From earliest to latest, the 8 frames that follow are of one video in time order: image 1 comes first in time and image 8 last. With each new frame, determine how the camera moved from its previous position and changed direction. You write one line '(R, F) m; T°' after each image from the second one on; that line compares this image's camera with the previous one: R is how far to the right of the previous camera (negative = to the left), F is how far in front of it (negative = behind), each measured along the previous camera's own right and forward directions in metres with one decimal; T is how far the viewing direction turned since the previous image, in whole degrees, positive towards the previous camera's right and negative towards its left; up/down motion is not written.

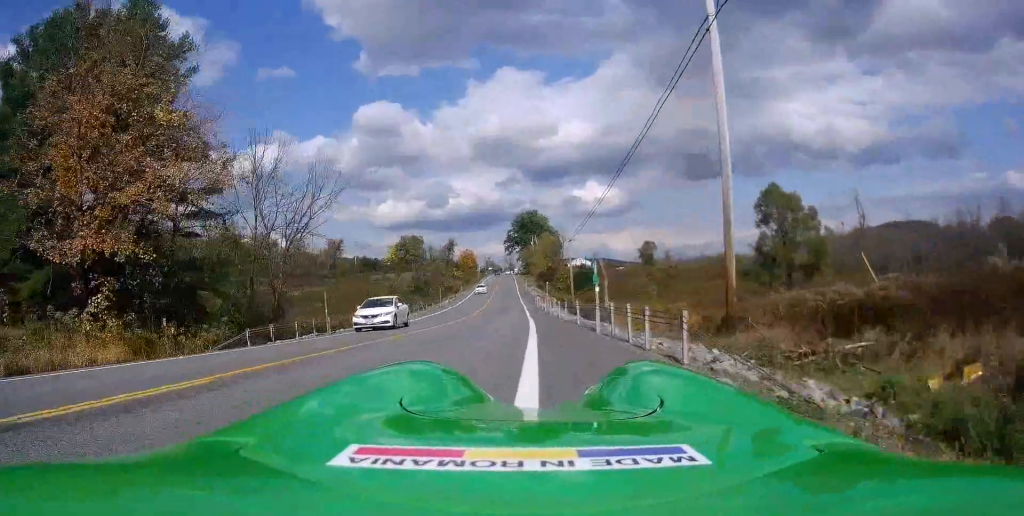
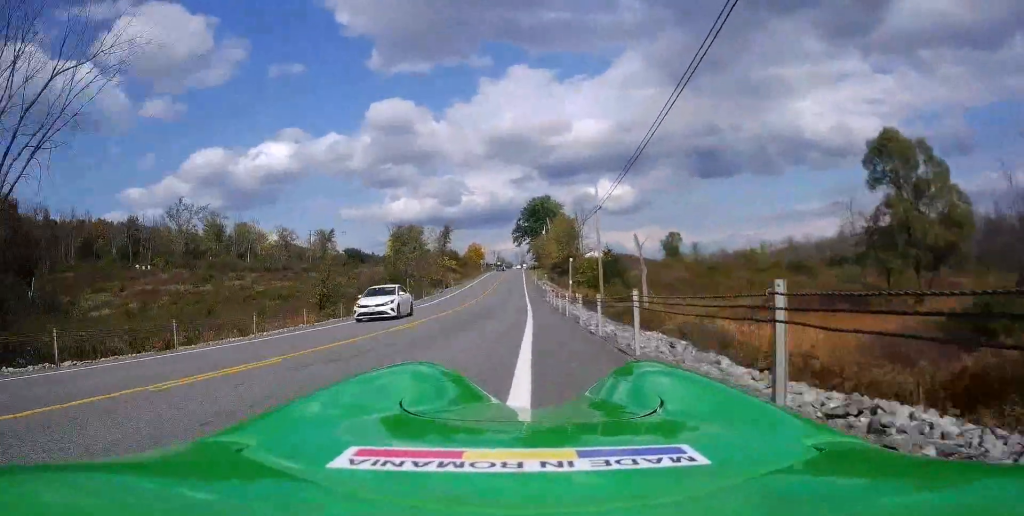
(-0.8, +21.6) m; -2°
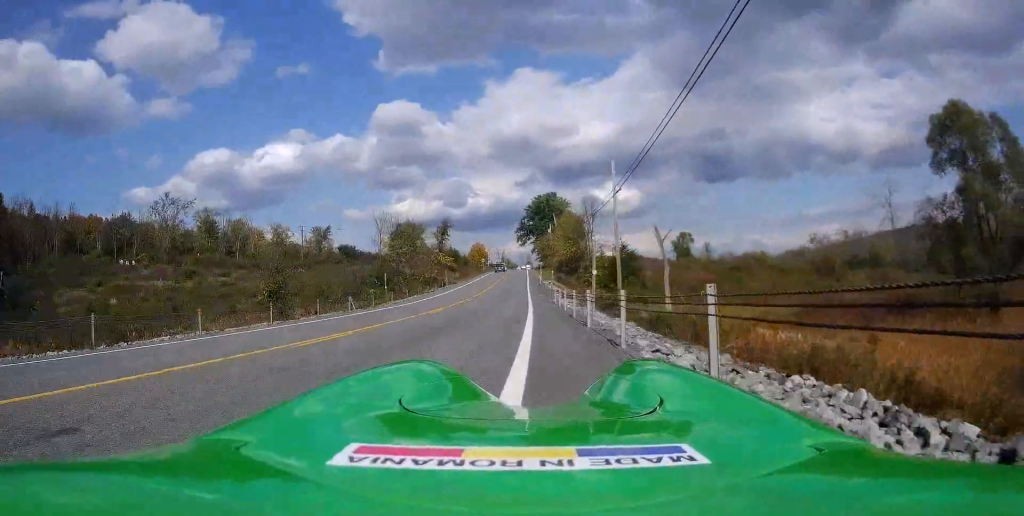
(+0.2, +8.0) m; 0°
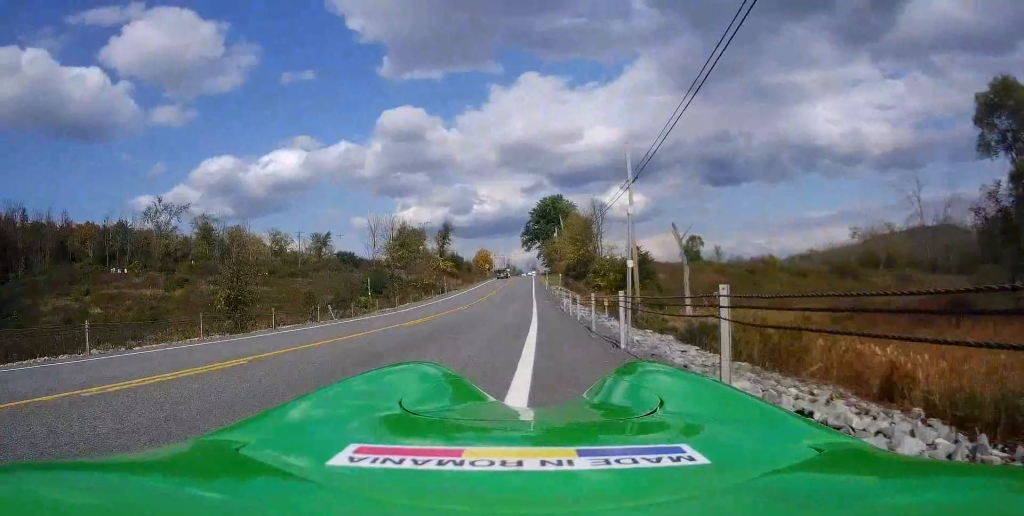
(+0.1, +5.0) m; 0°
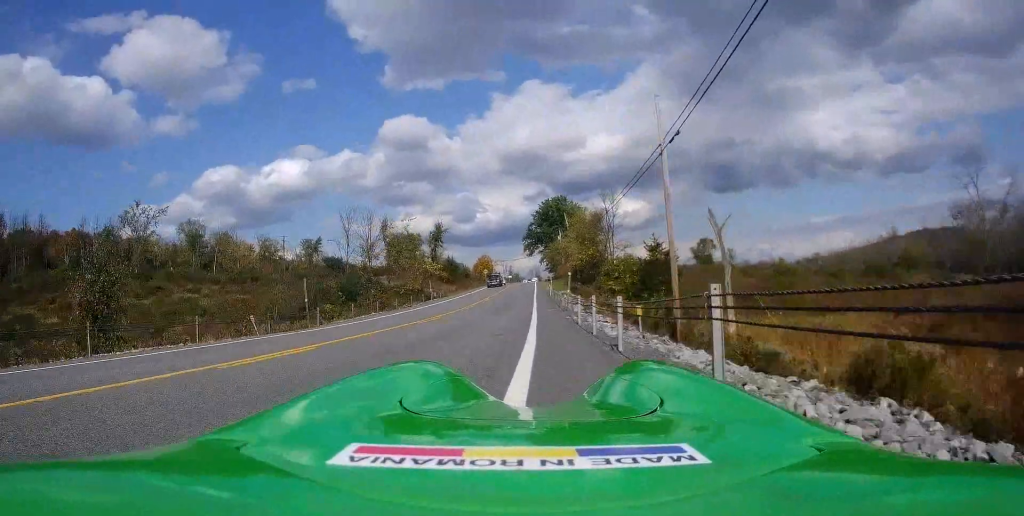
(-0.2, +9.4) m; -2°
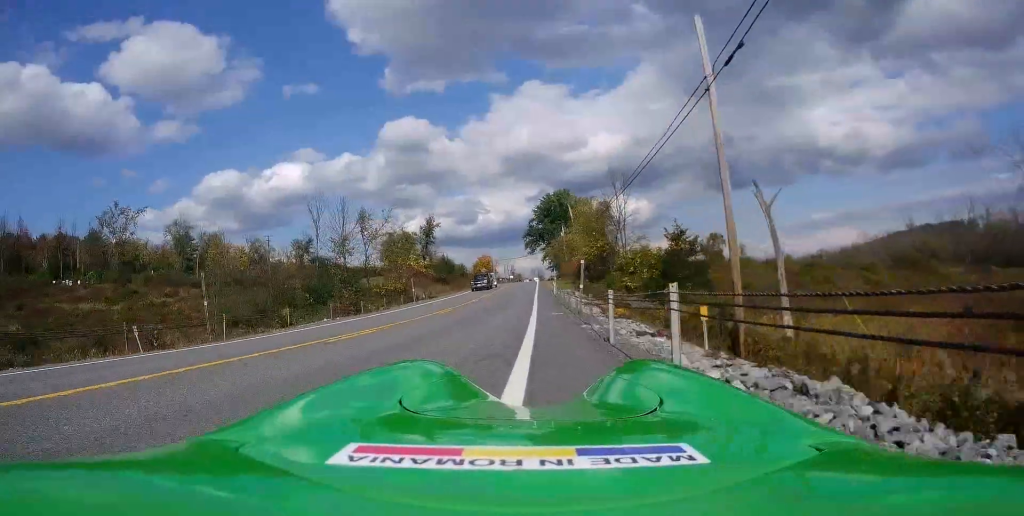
(-0.1, +7.8) m; -1°
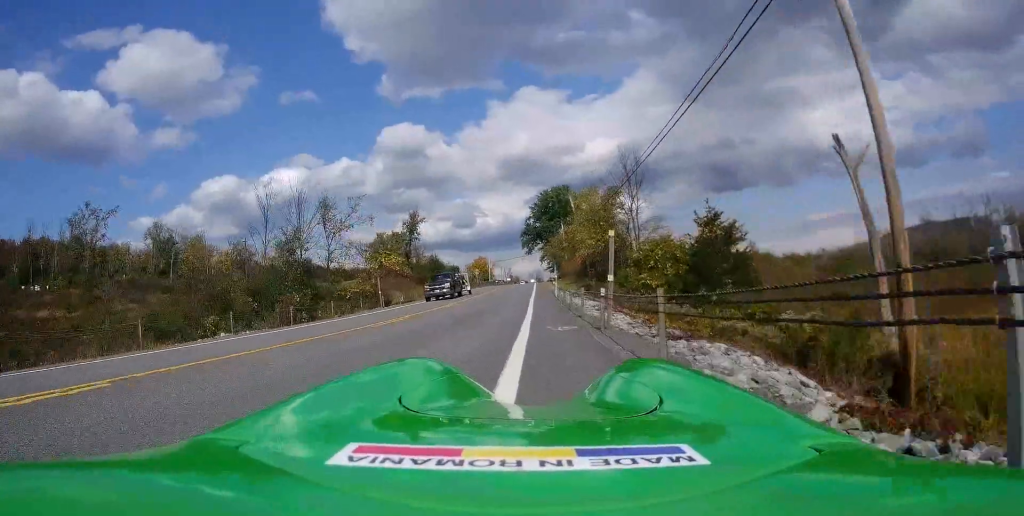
(-0.2, +8.9) m; 0°
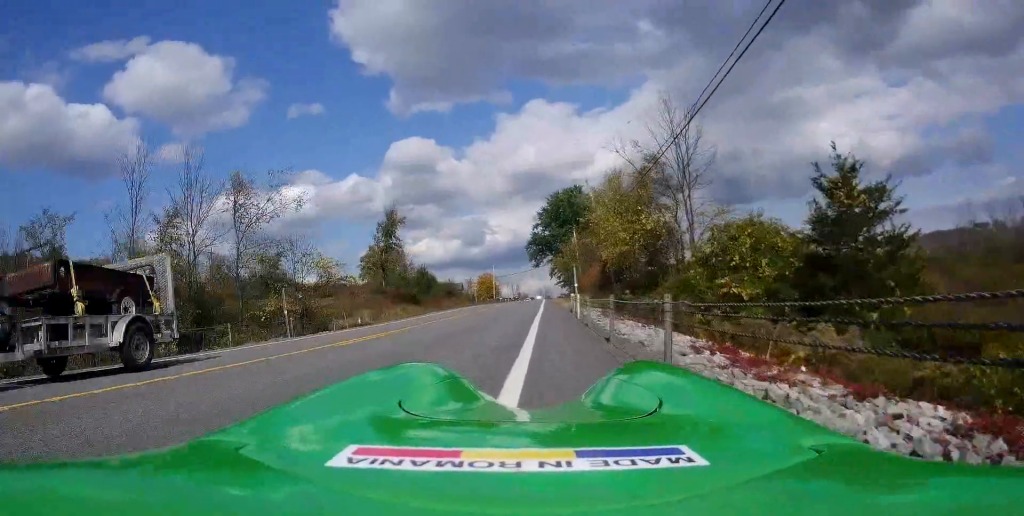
(+0.4, +14.8) m; +1°
